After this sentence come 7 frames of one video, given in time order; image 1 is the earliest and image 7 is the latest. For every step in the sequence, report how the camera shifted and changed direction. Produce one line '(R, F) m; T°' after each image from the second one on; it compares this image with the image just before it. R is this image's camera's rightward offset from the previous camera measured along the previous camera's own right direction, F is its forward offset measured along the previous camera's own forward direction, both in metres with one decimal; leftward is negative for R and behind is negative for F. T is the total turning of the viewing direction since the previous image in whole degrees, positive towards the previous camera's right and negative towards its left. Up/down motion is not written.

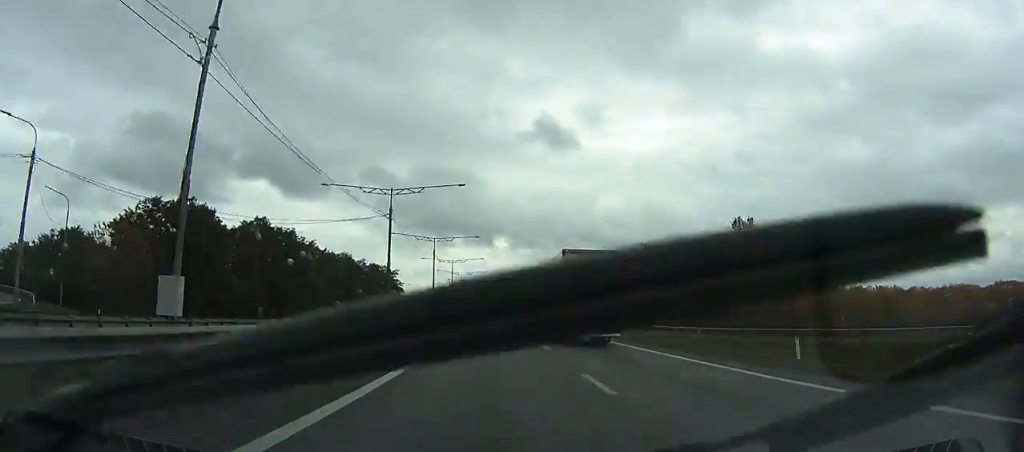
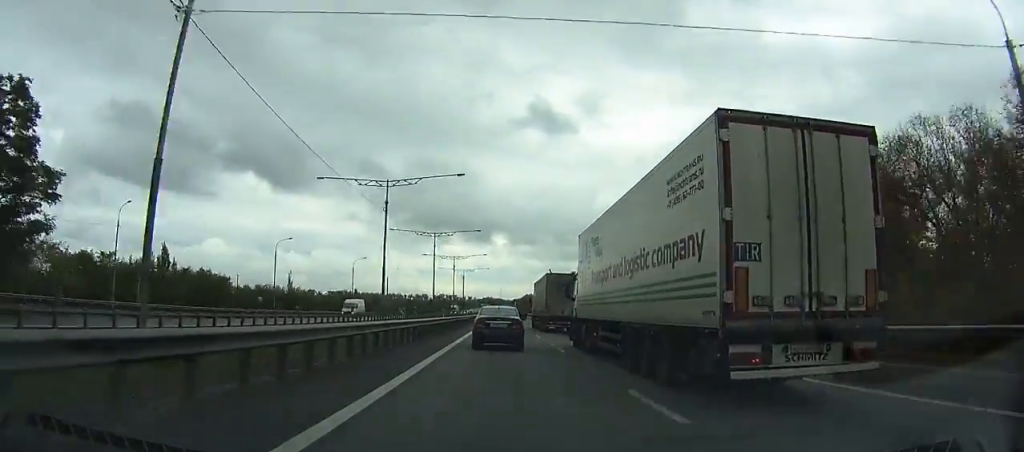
(-0.2, +122.1) m; 0°
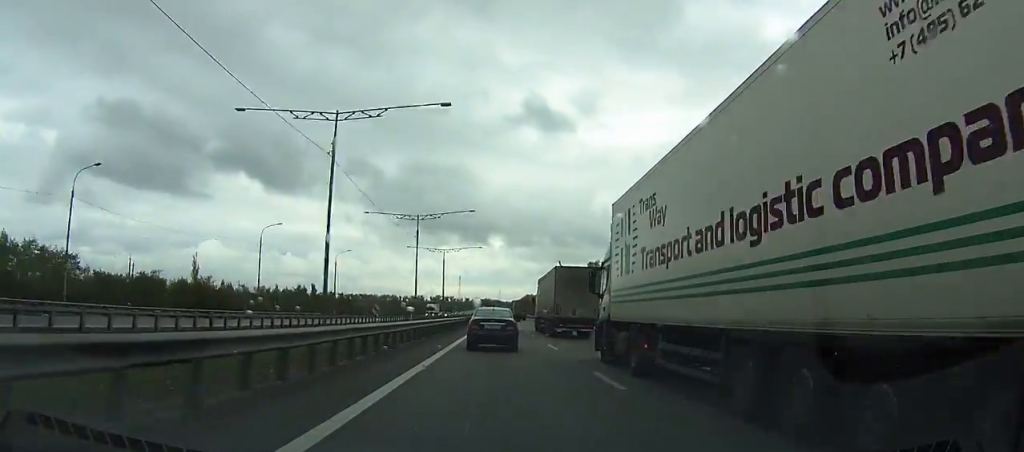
(+0.1, +46.7) m; 0°
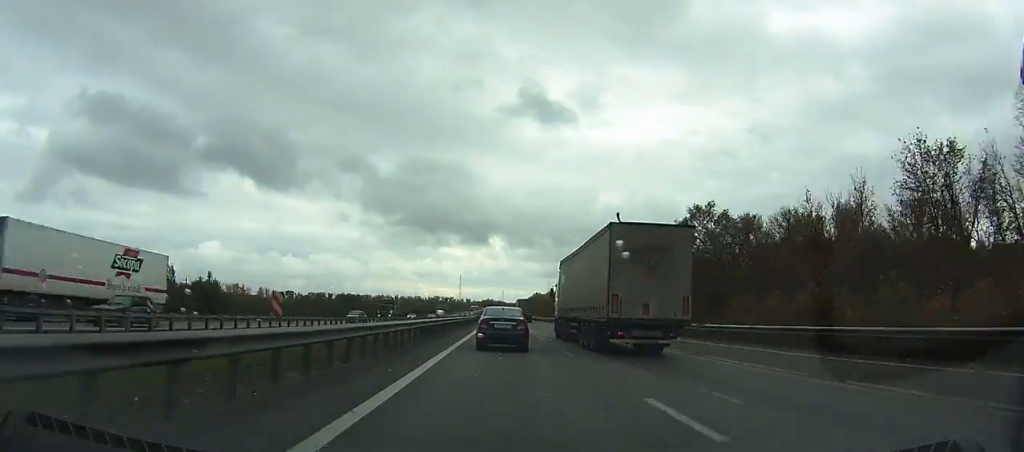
(-0.1, +89.4) m; 0°
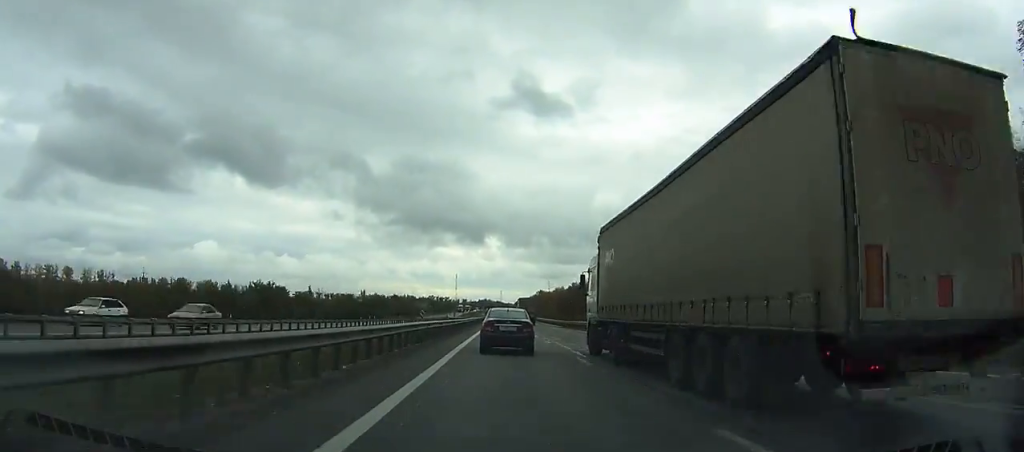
(0.0, +62.8) m; 0°
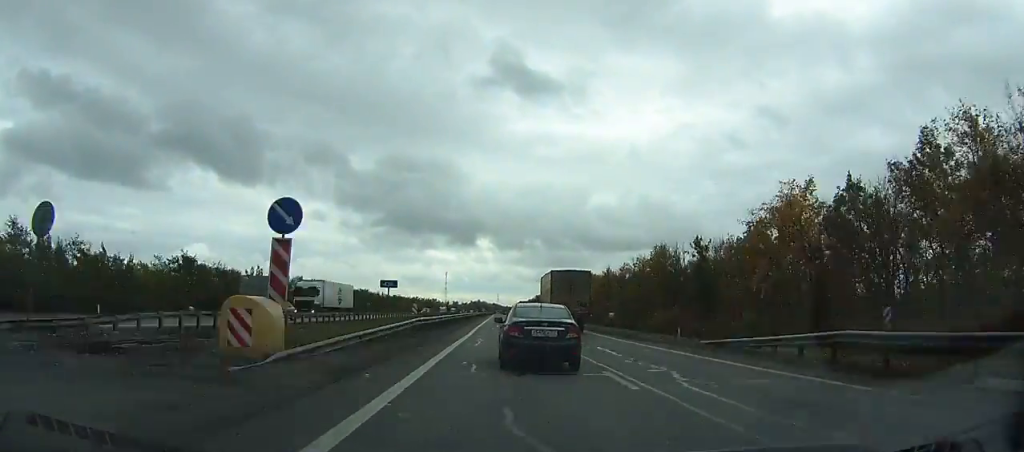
(+0.1, +171.5) m; 0°
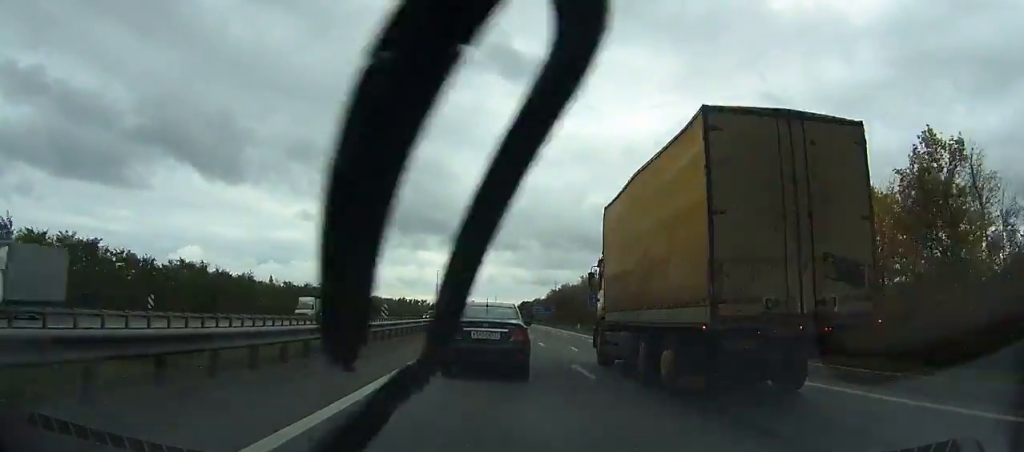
(+0.6, +113.0) m; 0°
